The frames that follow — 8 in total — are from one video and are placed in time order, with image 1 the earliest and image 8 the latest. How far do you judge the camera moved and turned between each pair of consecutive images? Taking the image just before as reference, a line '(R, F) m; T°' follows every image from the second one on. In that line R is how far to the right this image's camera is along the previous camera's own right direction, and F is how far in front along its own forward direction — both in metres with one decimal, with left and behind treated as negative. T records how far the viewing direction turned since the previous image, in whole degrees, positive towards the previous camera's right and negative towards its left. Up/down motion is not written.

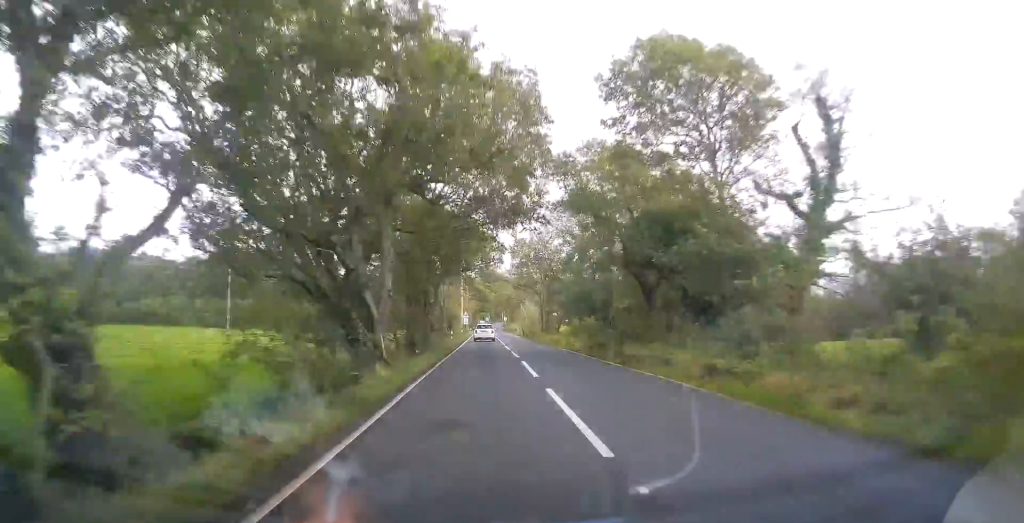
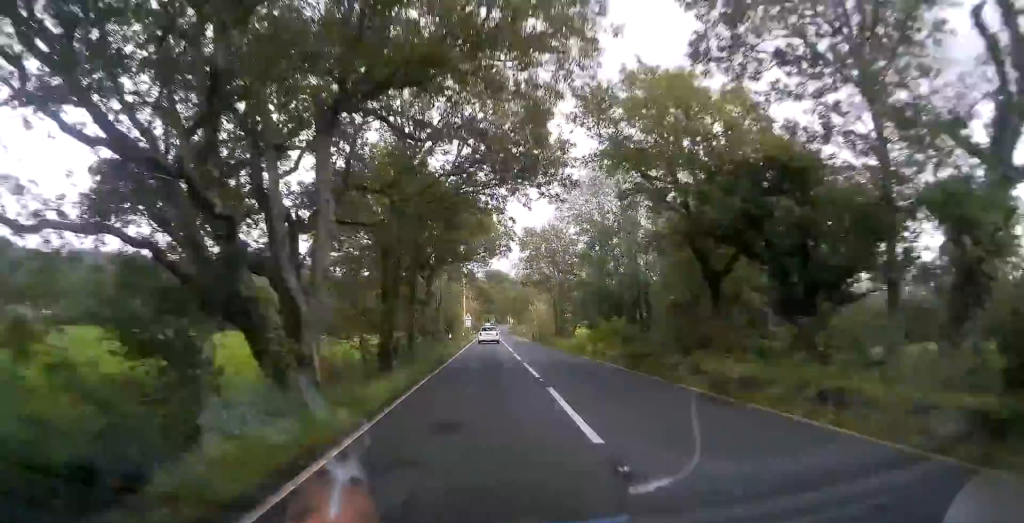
(0.0, +8.3) m; 0°
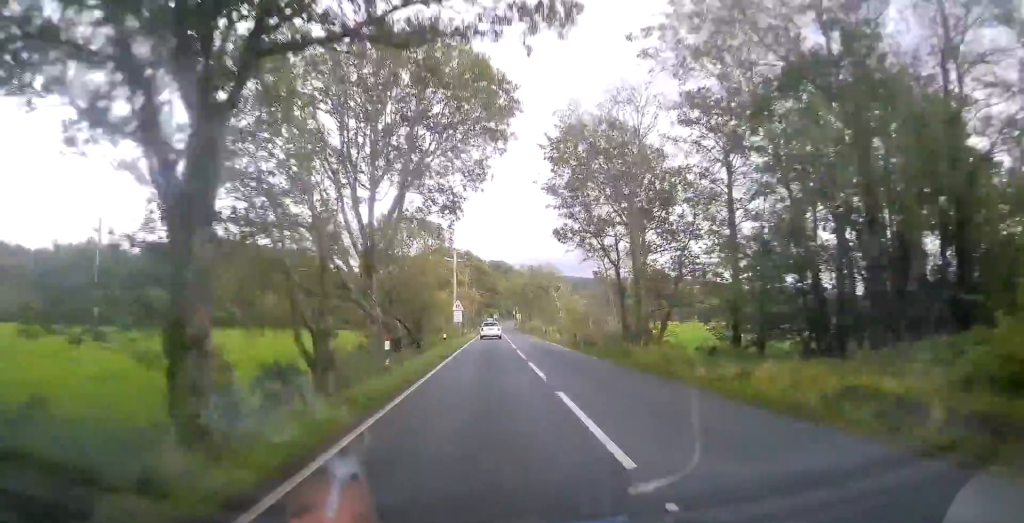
(-0.3, +28.4) m; -1°
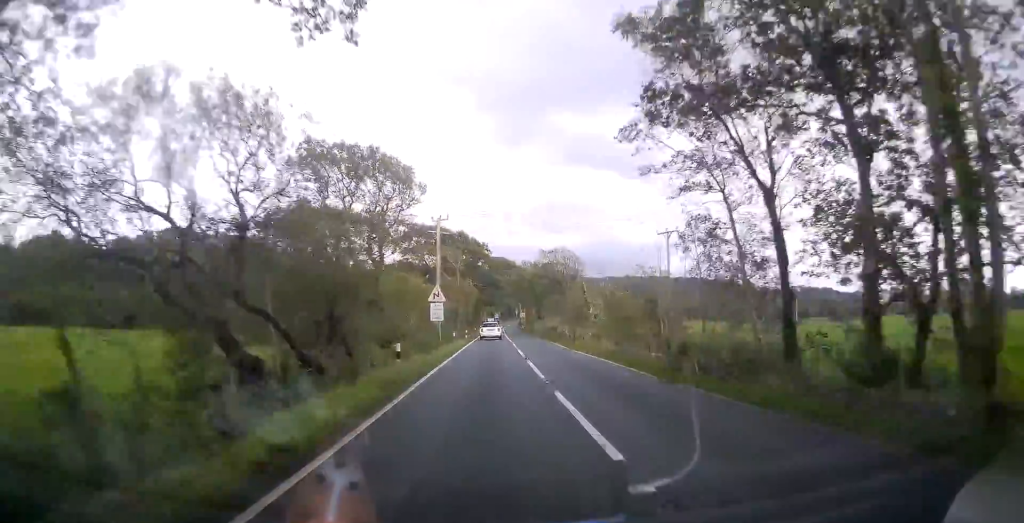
(0.0, +17.5) m; 0°
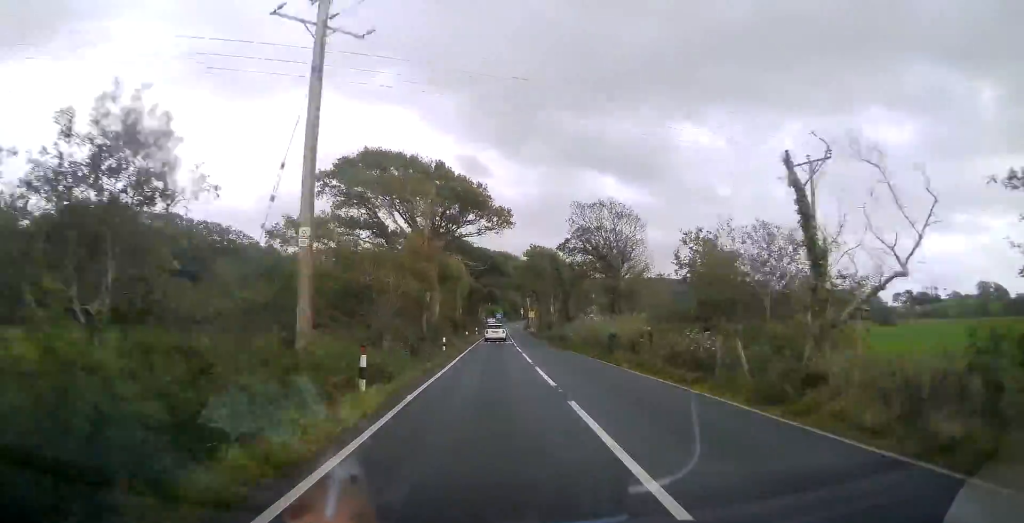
(+0.1, +29.1) m; +1°
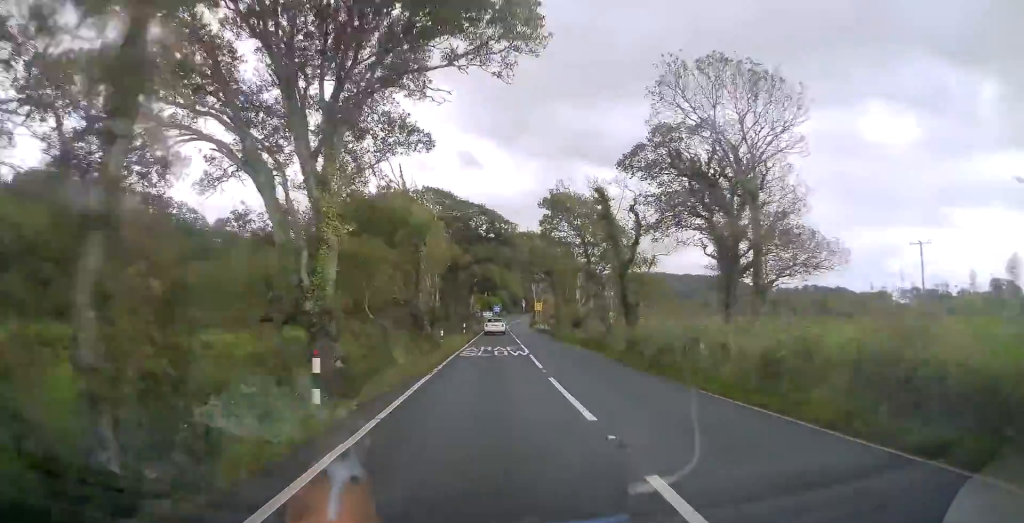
(+0.1, +23.9) m; 0°
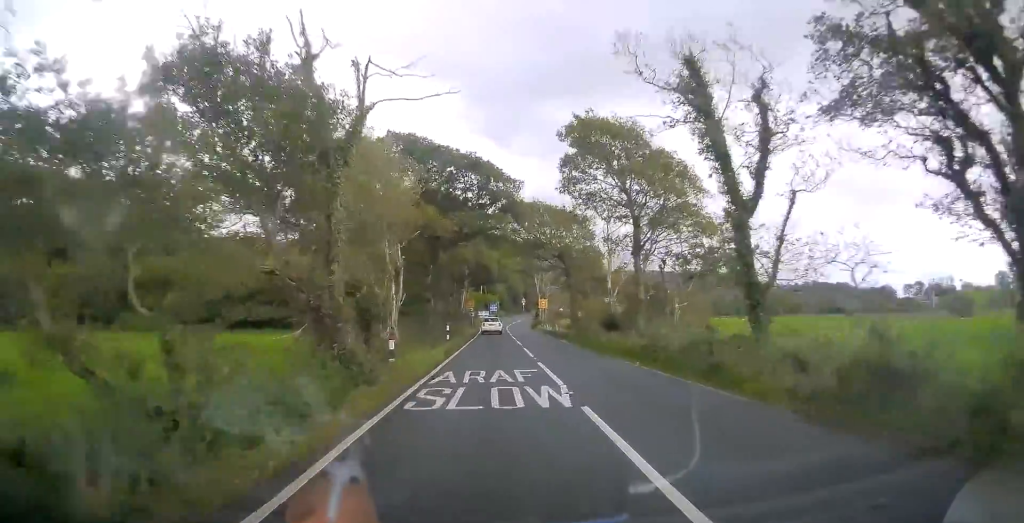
(-0.1, +14.6) m; +1°
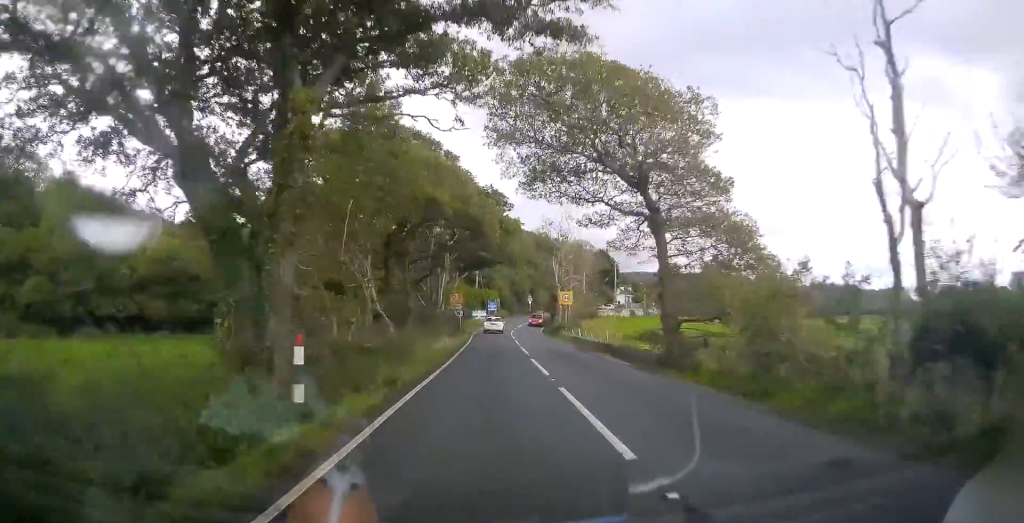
(+0.4, +25.6) m; 0°
